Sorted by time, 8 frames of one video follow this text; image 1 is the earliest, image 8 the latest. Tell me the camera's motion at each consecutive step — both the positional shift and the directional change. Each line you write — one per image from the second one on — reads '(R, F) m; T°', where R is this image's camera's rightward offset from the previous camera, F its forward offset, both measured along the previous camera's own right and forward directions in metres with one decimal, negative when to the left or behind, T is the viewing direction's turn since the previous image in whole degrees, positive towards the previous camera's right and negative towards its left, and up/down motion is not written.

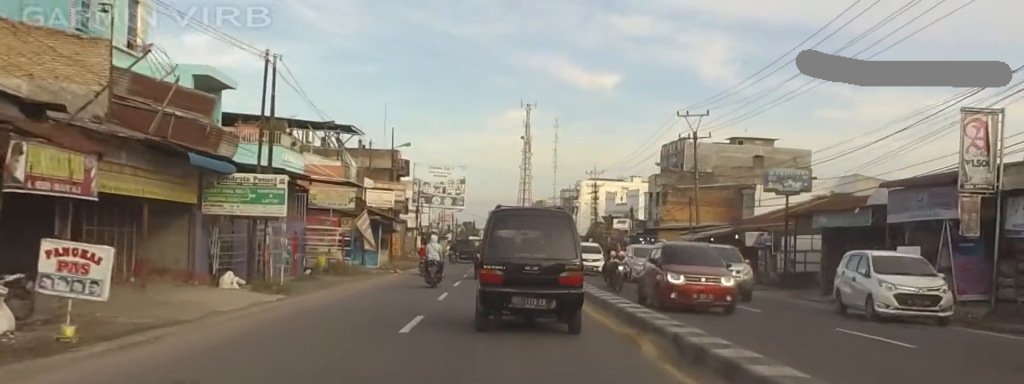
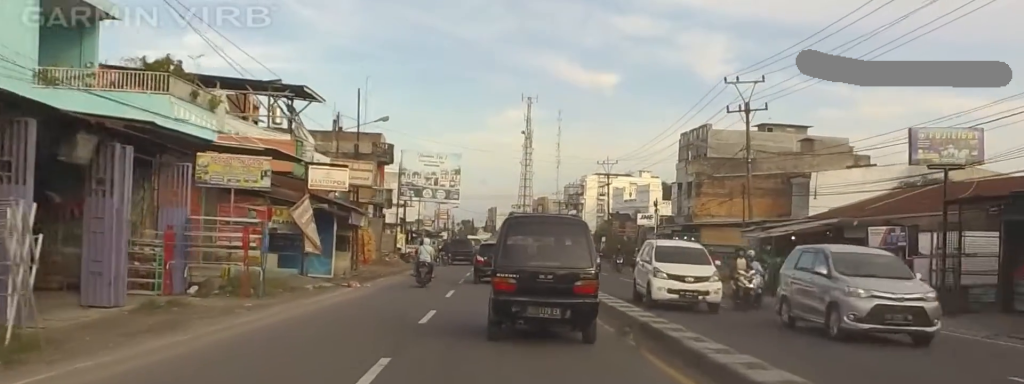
(+0.9, +12.1) m; -3°
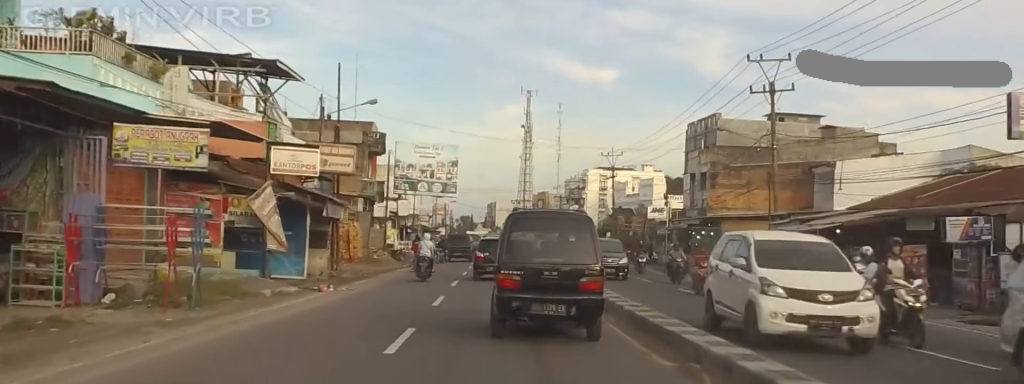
(-0.9, +4.4) m; -1°
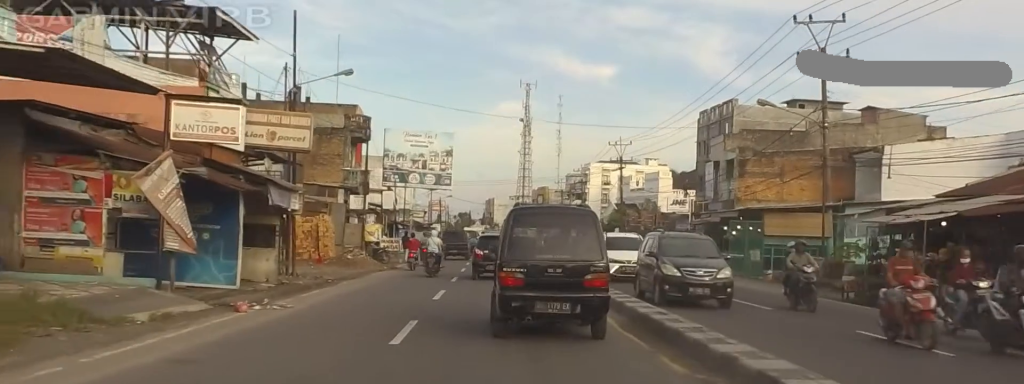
(0.0, +7.1) m; 0°
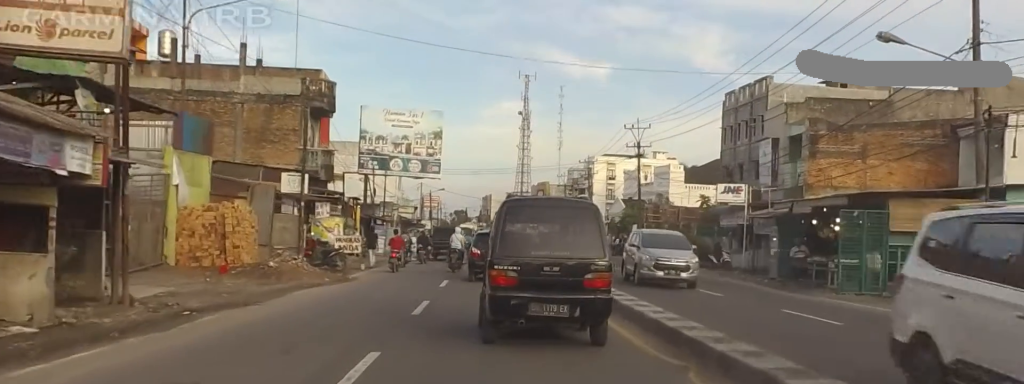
(-0.2, +11.9) m; +1°
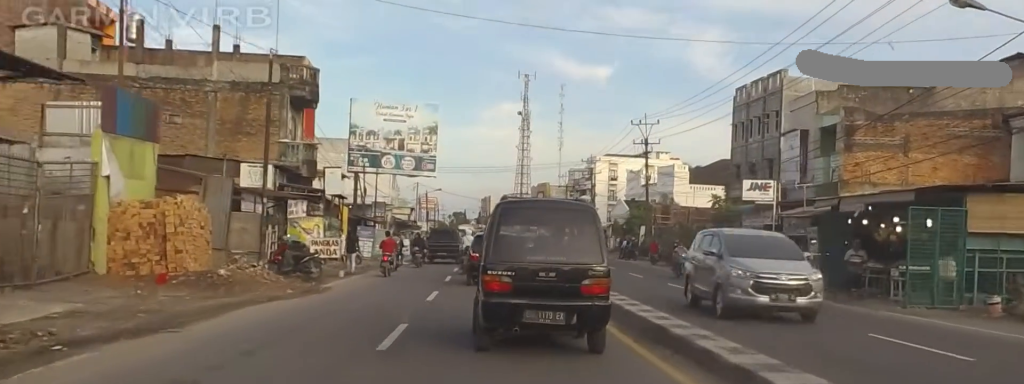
(+0.5, +4.4) m; 0°
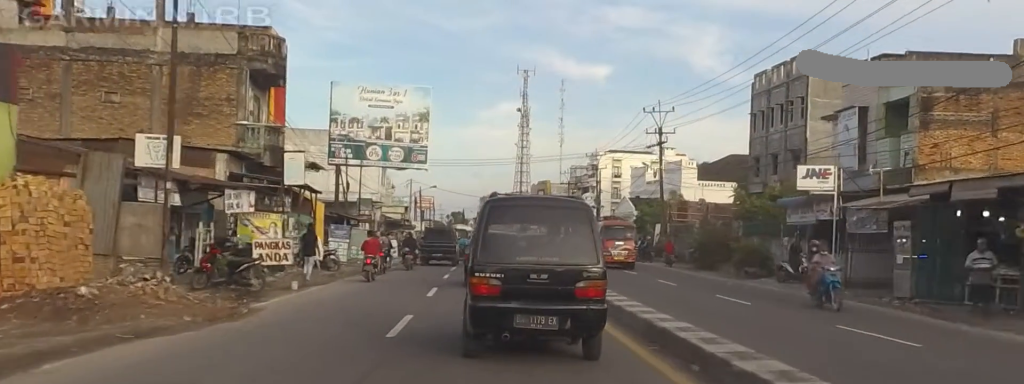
(+0.1, +7.0) m; +1°
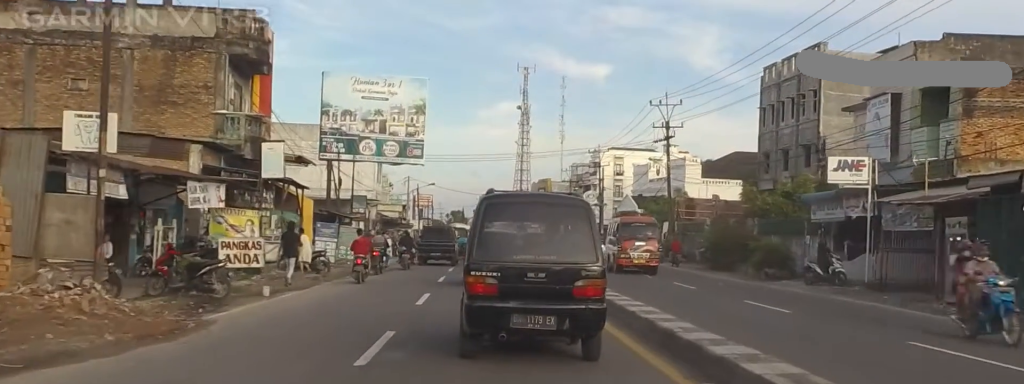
(-0.4, +2.9) m; +1°
